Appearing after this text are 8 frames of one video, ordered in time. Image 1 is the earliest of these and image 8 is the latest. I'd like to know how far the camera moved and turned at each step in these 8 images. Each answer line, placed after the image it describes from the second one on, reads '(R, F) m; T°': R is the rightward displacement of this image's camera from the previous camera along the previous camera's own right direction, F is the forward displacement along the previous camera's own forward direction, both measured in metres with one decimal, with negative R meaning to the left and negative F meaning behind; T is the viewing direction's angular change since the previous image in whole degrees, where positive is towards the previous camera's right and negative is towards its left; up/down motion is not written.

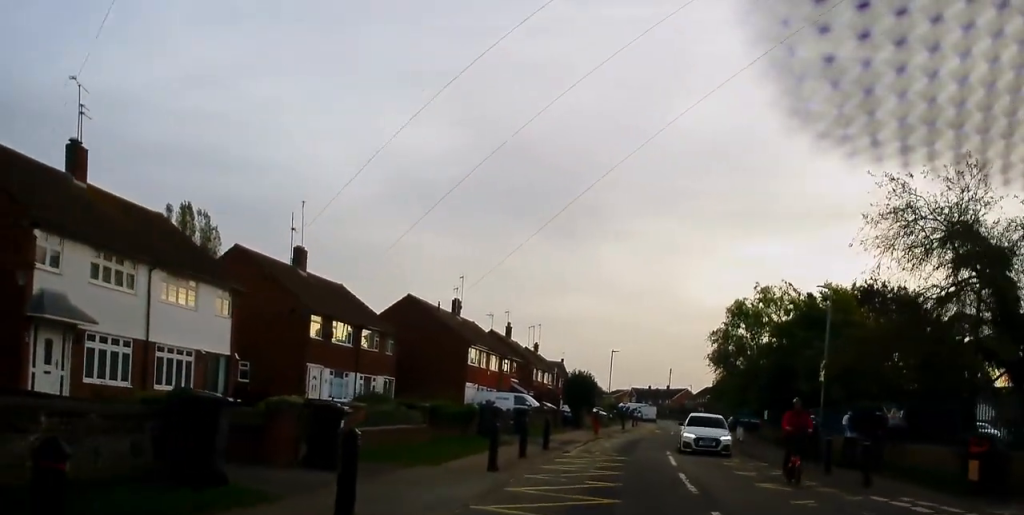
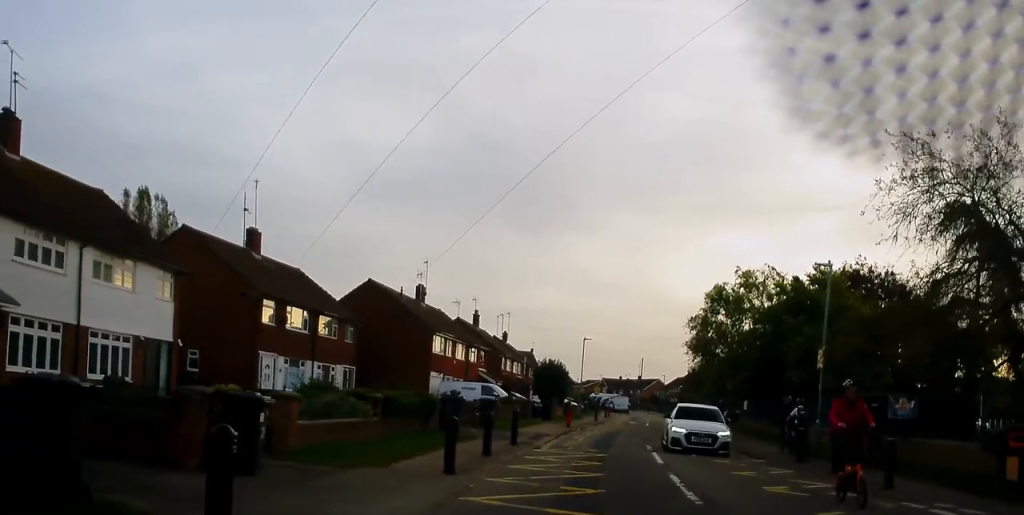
(0.0, +2.4) m; +1°
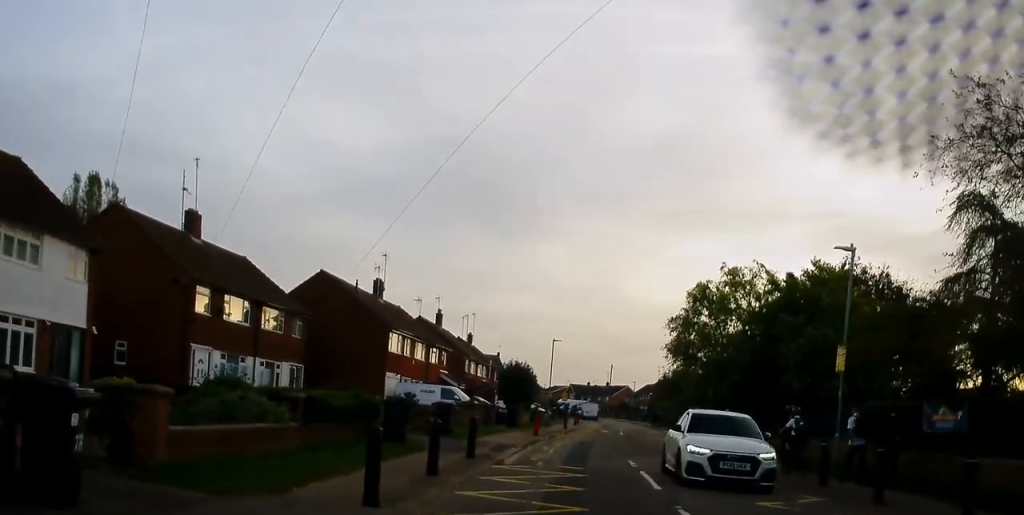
(0.0, +3.6) m; +1°
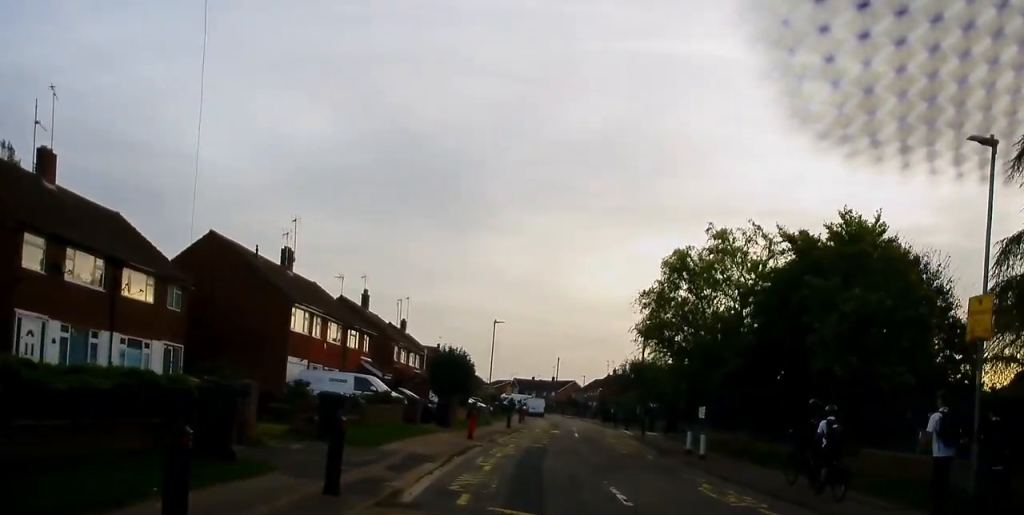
(+0.2, +8.0) m; +3°
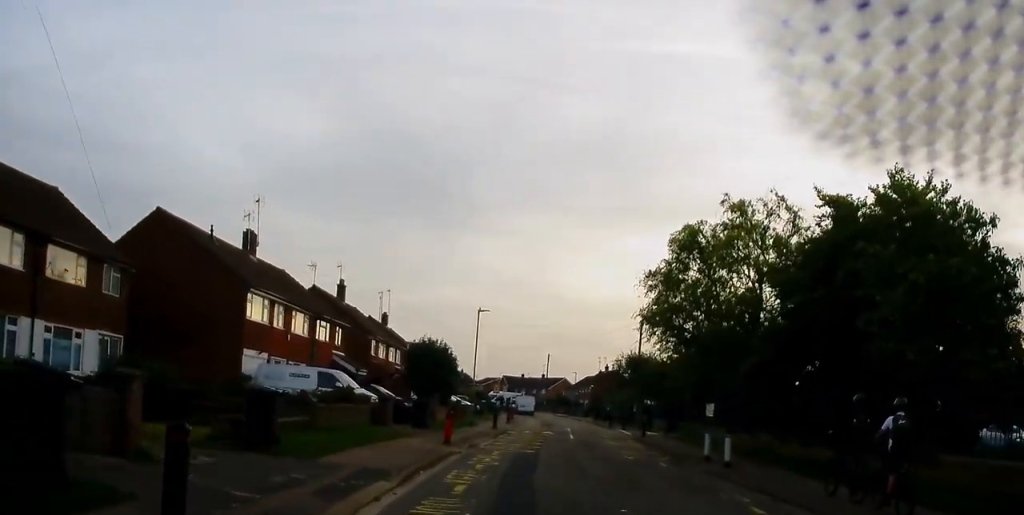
(+0.1, +4.2) m; +3°
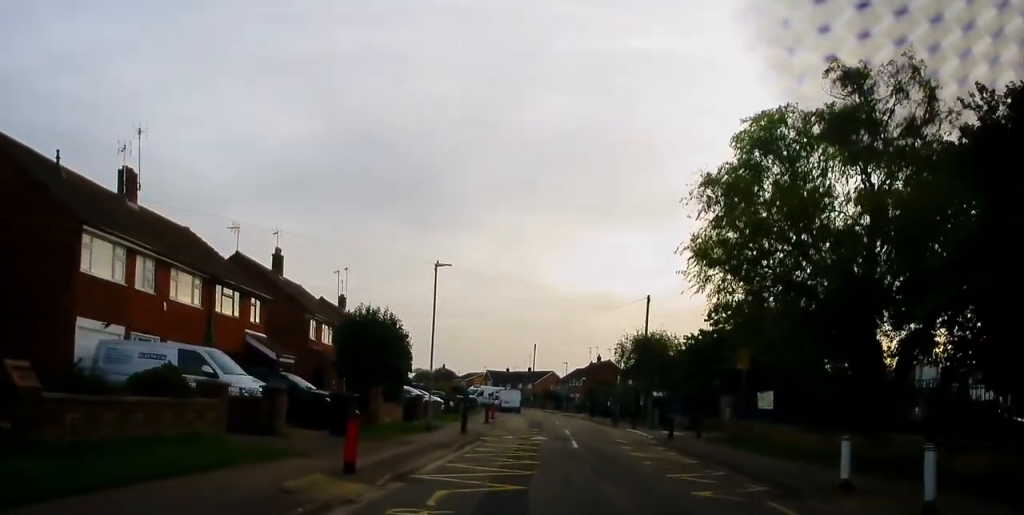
(+0.6, +10.7) m; -1°
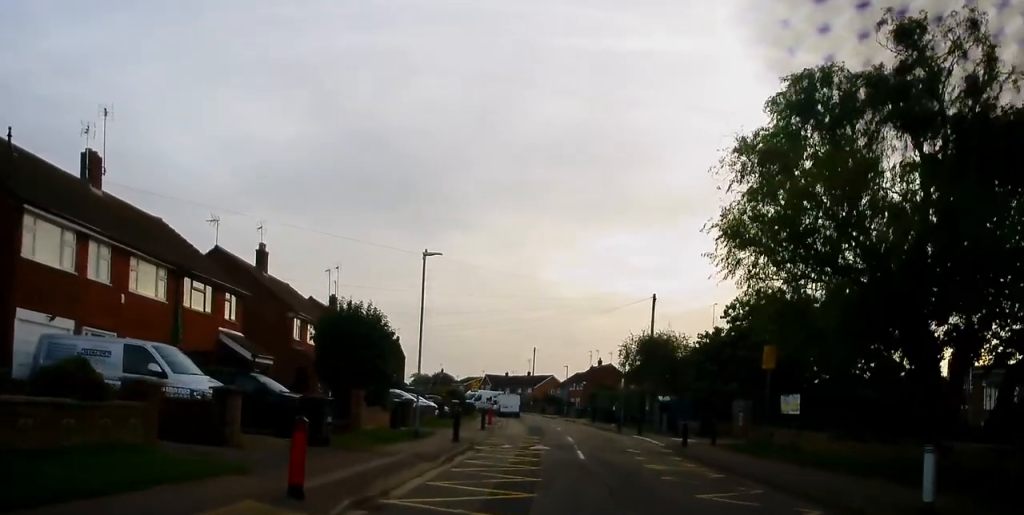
(-0.2, +2.6) m; -1°
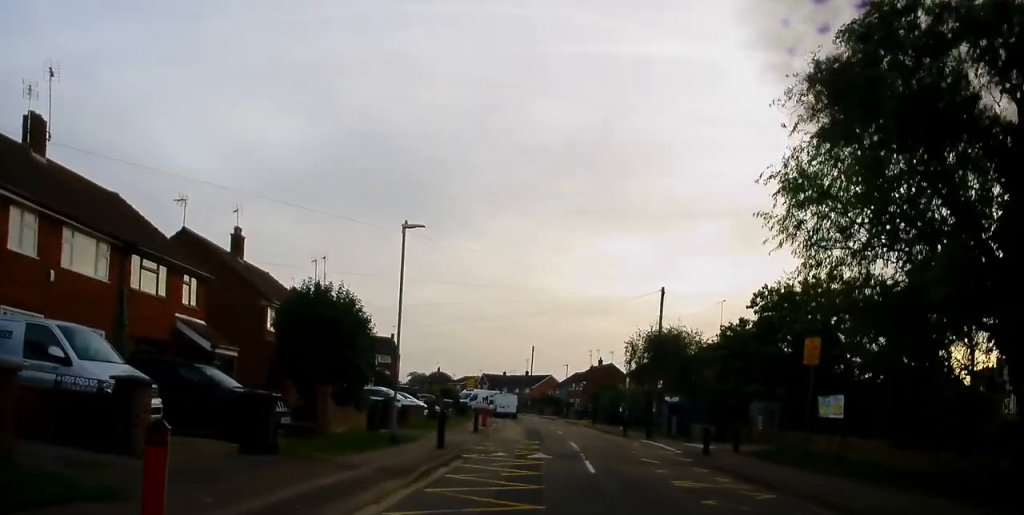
(0.0, +3.5) m; 0°
